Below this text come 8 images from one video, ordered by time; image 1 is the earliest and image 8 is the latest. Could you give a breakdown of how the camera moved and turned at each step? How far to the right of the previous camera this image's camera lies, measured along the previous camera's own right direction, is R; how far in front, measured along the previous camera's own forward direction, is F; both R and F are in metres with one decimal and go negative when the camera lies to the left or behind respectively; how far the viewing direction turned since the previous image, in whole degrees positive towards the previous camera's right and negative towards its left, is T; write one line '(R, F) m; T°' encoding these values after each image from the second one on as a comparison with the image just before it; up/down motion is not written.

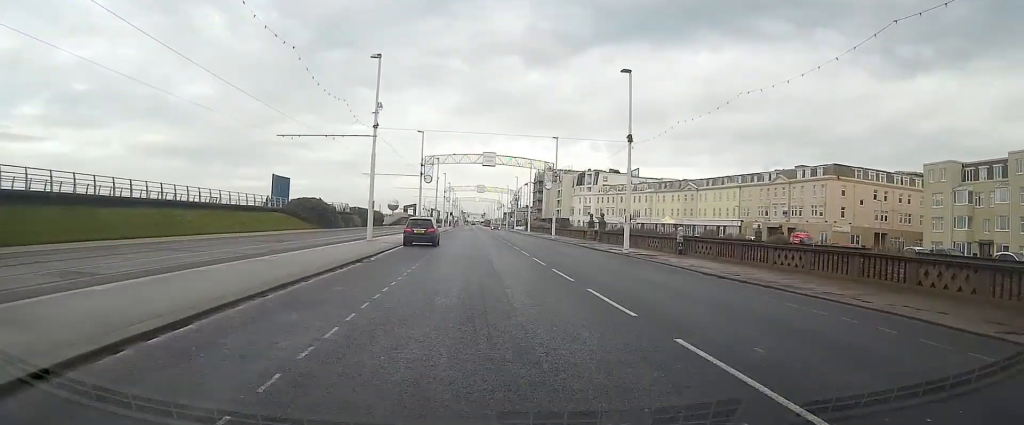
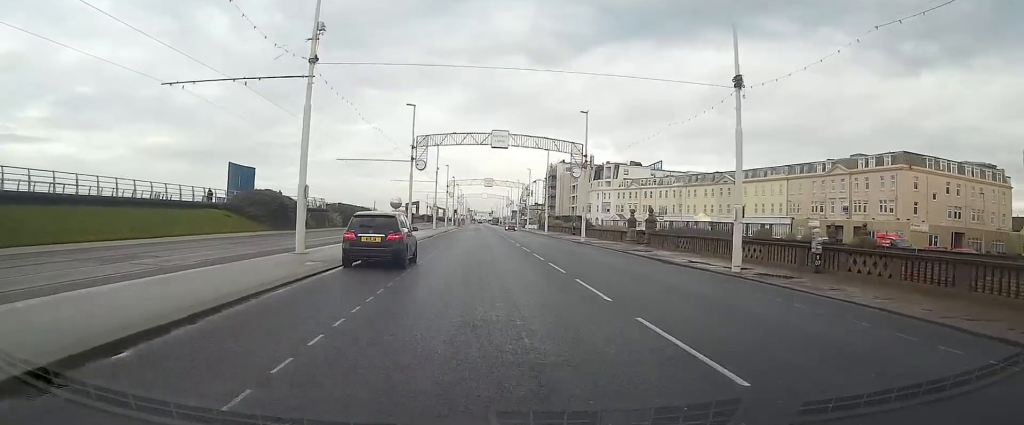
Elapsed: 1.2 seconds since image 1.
(-0.1, +16.2) m; -1°
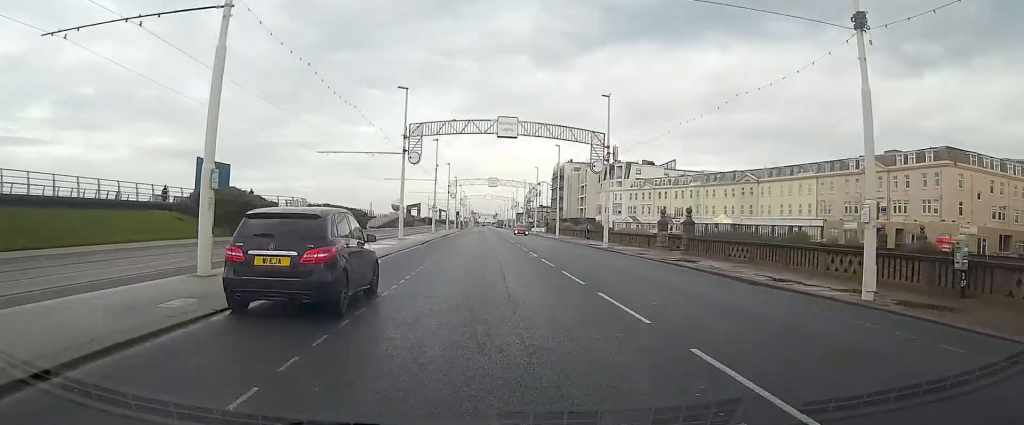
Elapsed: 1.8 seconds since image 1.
(-0.1, +8.3) m; -1°
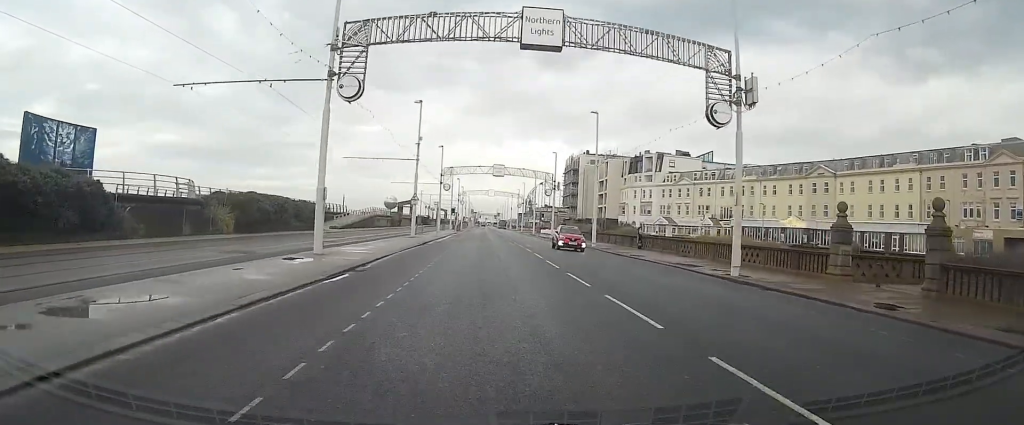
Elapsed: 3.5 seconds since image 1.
(-0.2, +24.5) m; 0°
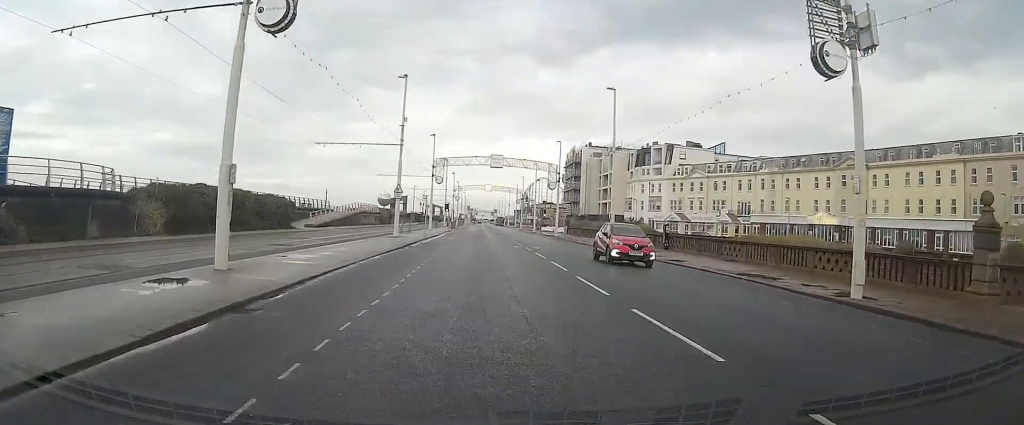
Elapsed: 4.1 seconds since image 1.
(0.0, +8.5) m; 0°
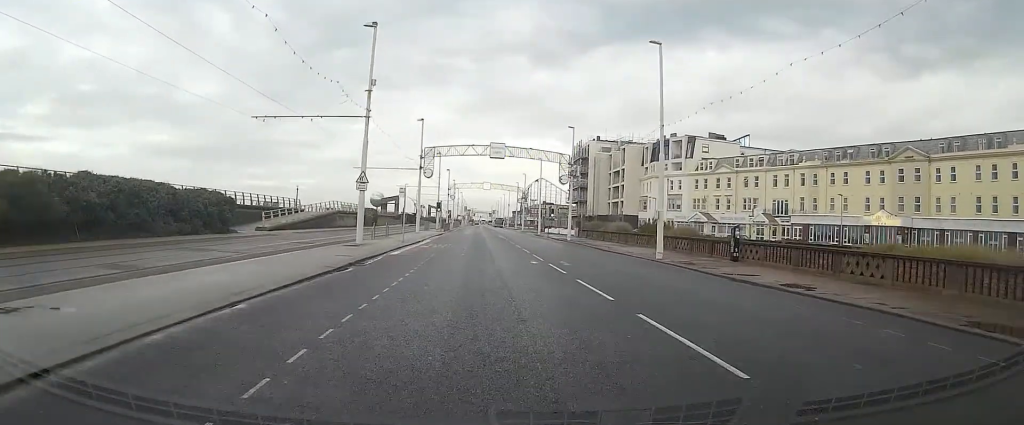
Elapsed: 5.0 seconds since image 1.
(+0.1, +12.8) m; +1°
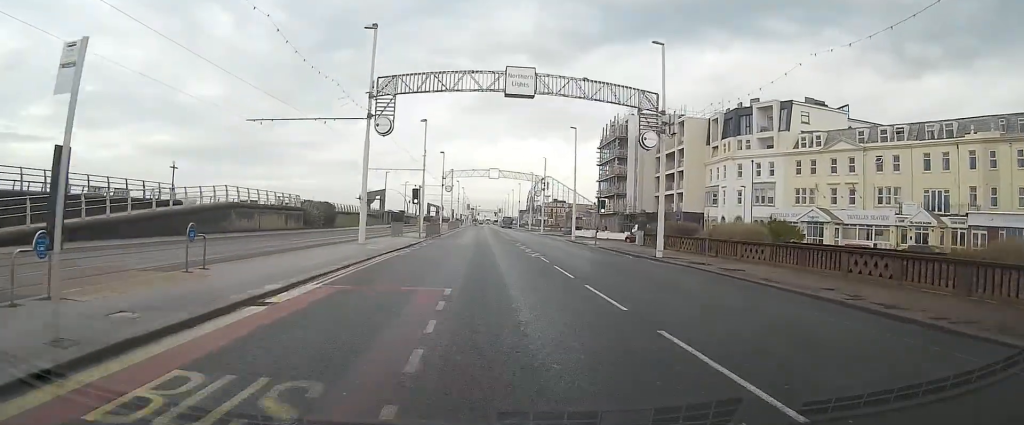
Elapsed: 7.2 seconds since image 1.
(+0.1, +31.4) m; 0°
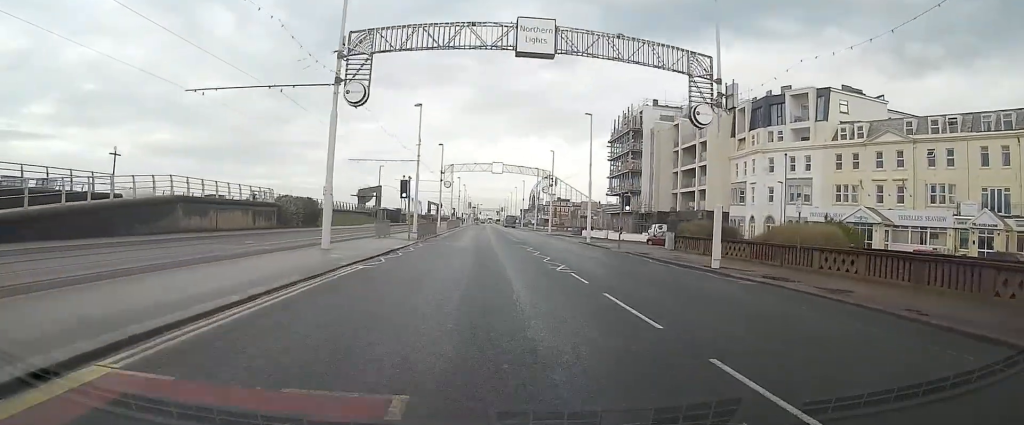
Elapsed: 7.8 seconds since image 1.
(0.0, +7.9) m; 0°
